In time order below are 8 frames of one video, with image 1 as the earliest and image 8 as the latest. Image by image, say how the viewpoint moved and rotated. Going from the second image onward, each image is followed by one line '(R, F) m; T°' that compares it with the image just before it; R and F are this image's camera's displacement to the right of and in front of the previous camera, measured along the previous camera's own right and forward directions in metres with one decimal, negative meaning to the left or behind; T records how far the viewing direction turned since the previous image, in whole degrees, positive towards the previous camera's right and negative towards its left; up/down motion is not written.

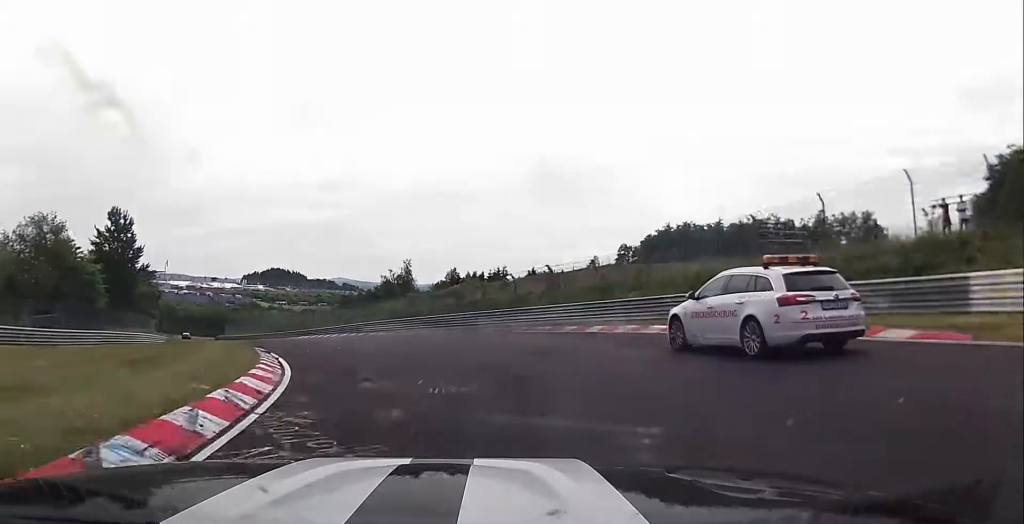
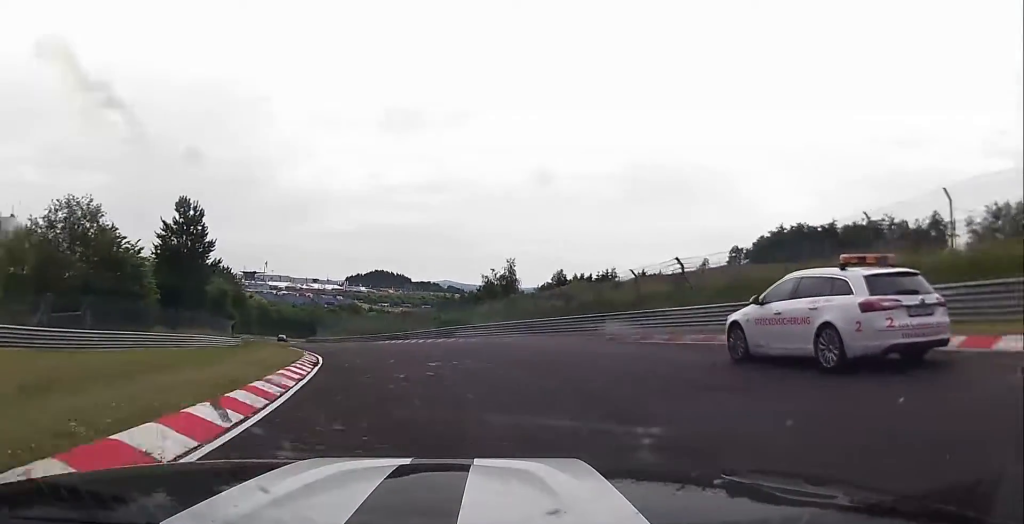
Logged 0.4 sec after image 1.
(-0.2, +7.5) m; -11°
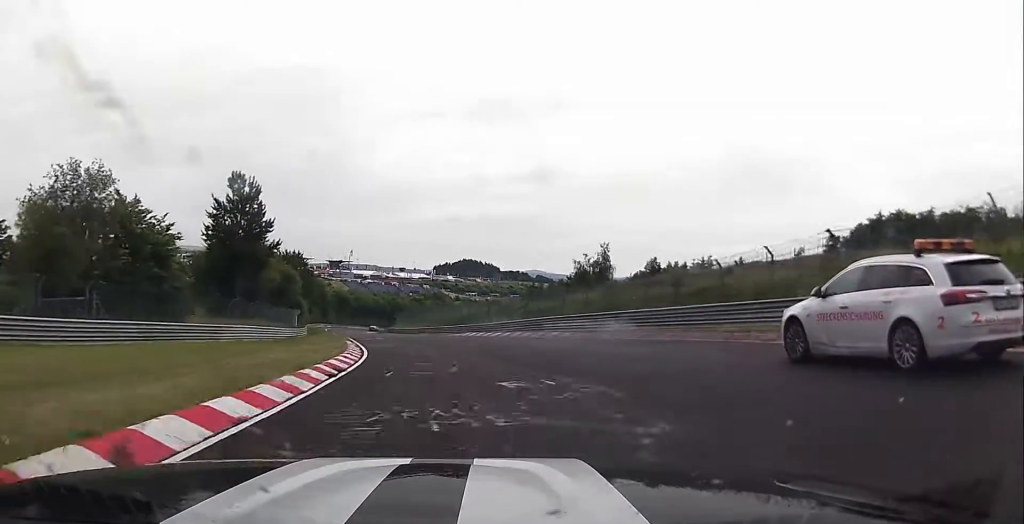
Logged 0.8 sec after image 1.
(-1.3, +8.3) m; -5°
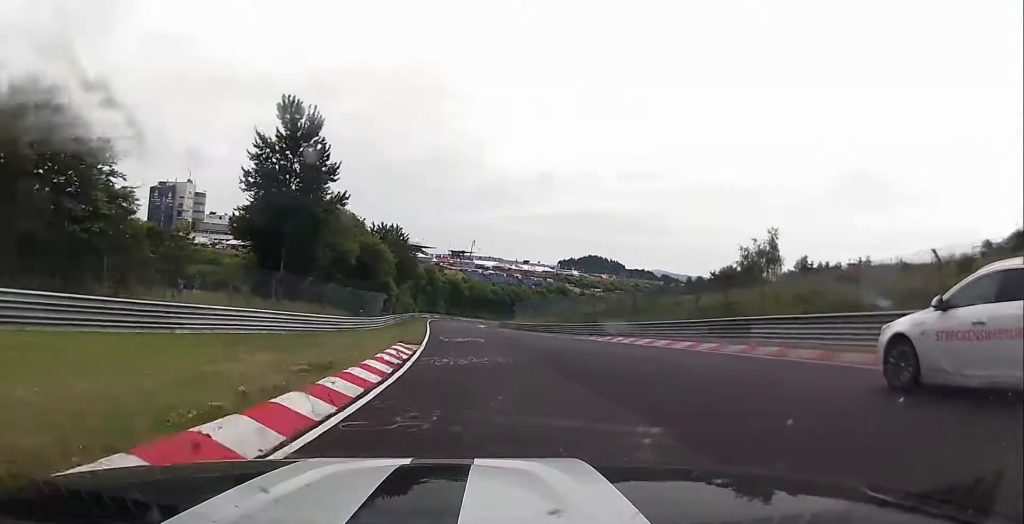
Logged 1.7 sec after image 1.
(-2.1, +19.2) m; -8°
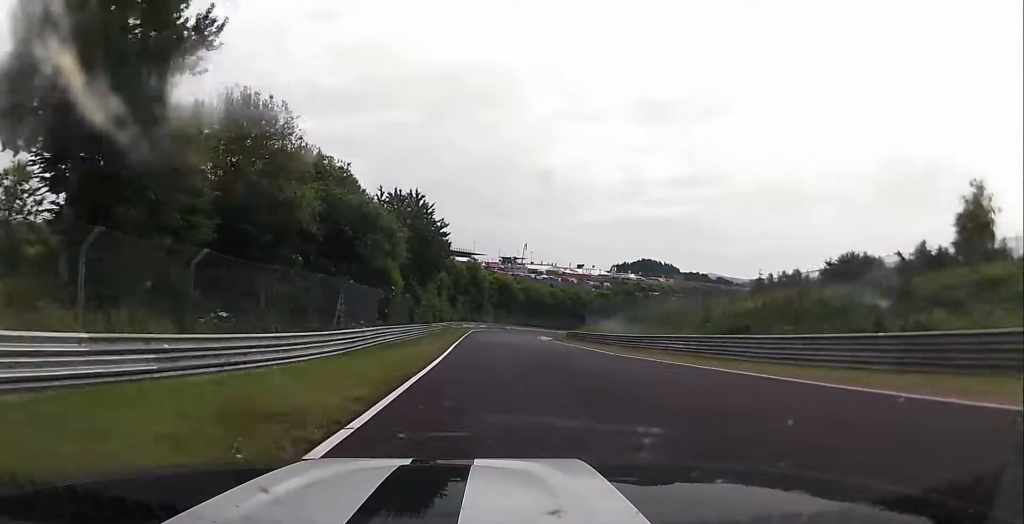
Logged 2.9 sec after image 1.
(-1.1, +30.6) m; -2°
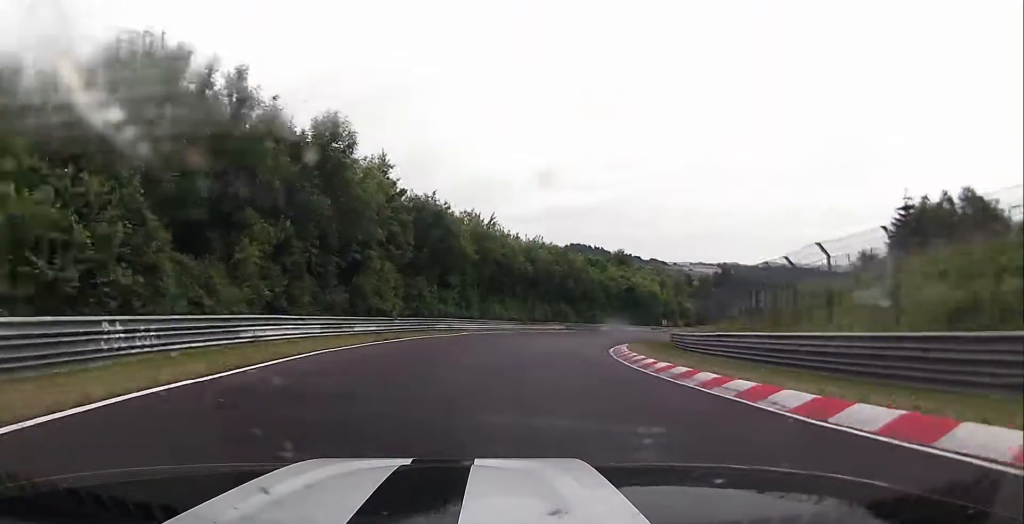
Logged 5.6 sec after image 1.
(+1.7, +72.5) m; +3°
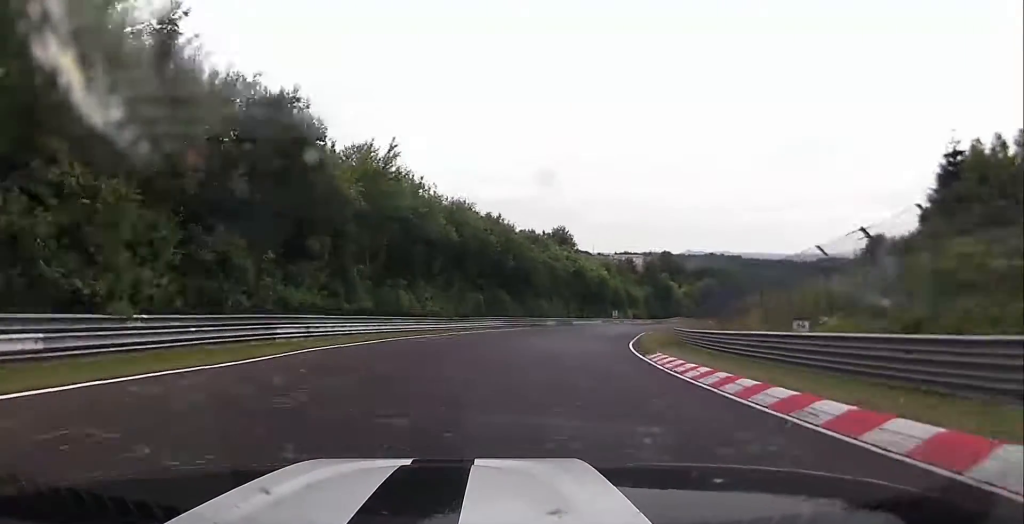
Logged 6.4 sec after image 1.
(-0.4, +23.0) m; +6°
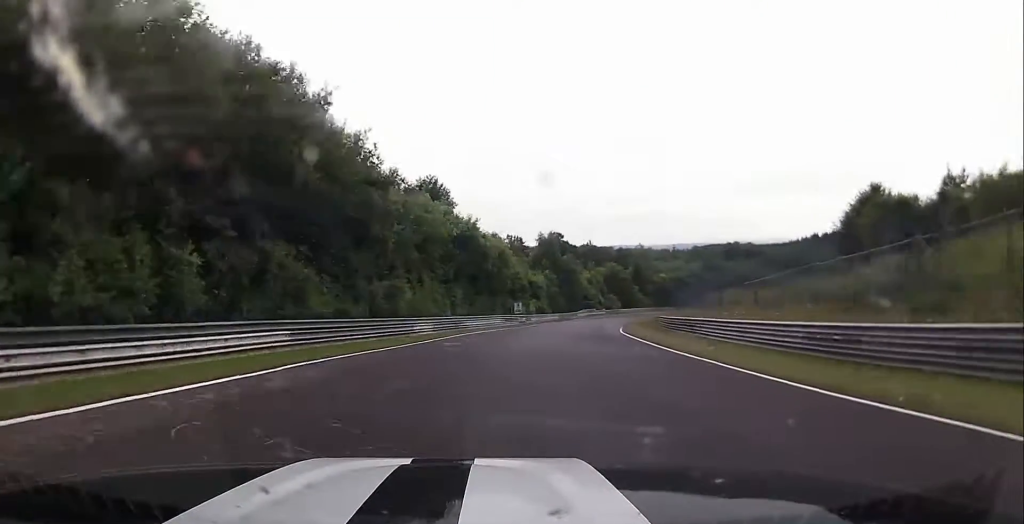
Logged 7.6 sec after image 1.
(+5.1, +39.1) m; +13°
